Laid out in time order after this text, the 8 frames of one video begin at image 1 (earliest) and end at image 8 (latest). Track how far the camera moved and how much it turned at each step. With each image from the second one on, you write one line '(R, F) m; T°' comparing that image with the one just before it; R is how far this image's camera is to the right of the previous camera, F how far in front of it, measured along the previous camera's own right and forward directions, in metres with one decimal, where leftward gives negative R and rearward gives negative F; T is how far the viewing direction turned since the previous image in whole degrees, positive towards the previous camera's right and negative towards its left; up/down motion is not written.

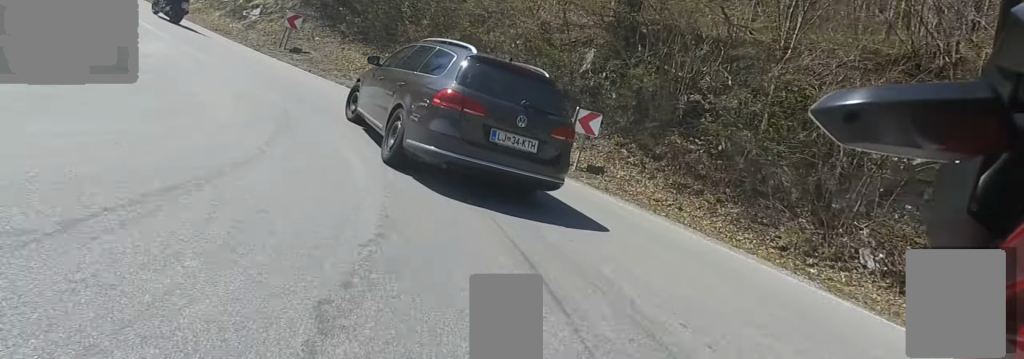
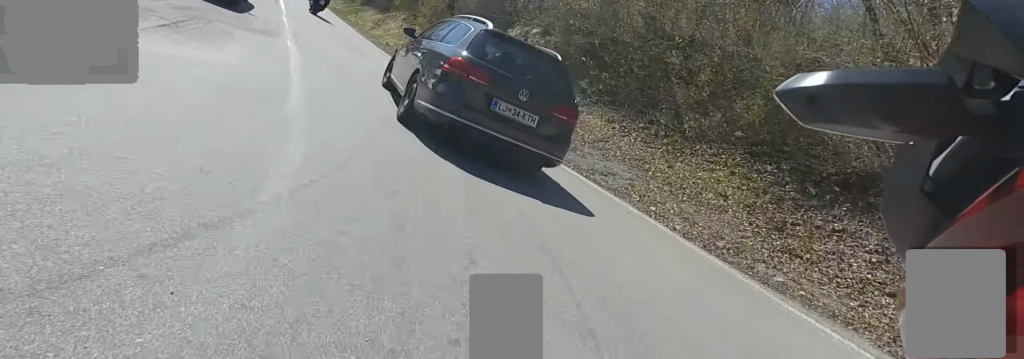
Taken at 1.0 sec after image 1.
(-1.8, +6.8) m; -24°
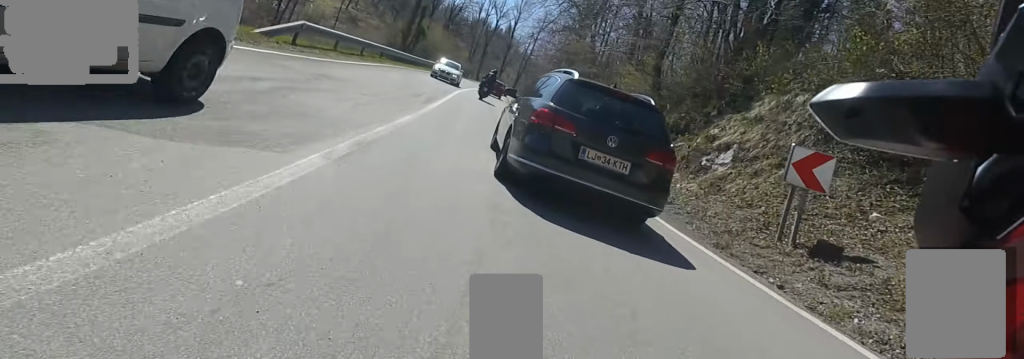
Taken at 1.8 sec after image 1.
(-0.8, +6.7) m; -11°
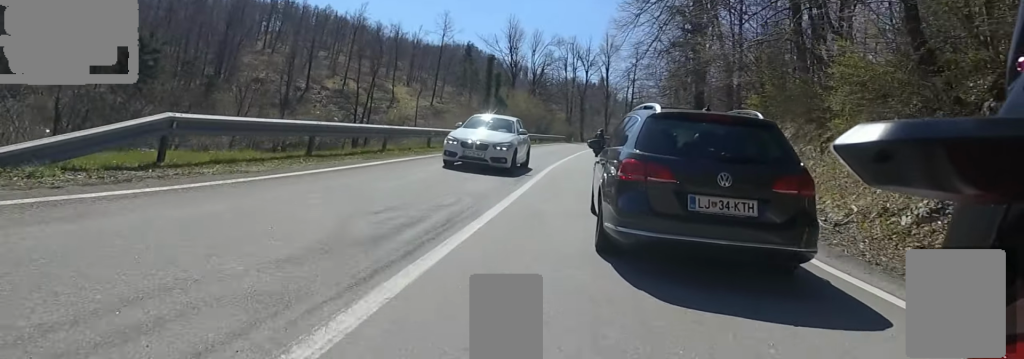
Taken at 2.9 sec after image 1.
(-1.1, +11.6) m; -5°
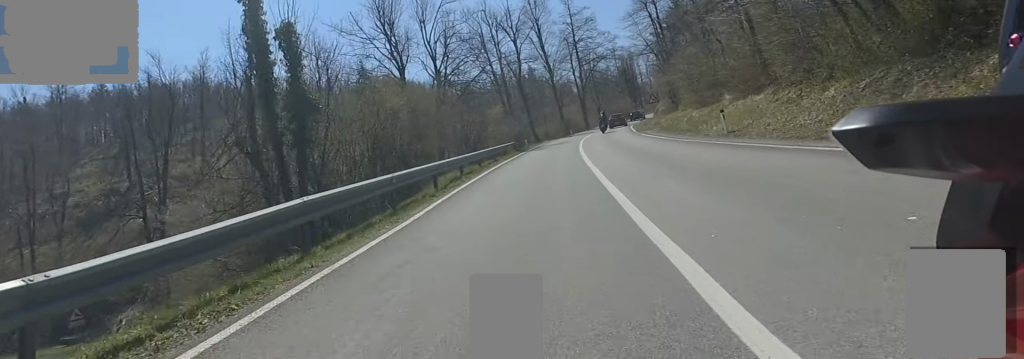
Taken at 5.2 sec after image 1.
(+1.7, +33.7) m; +5°
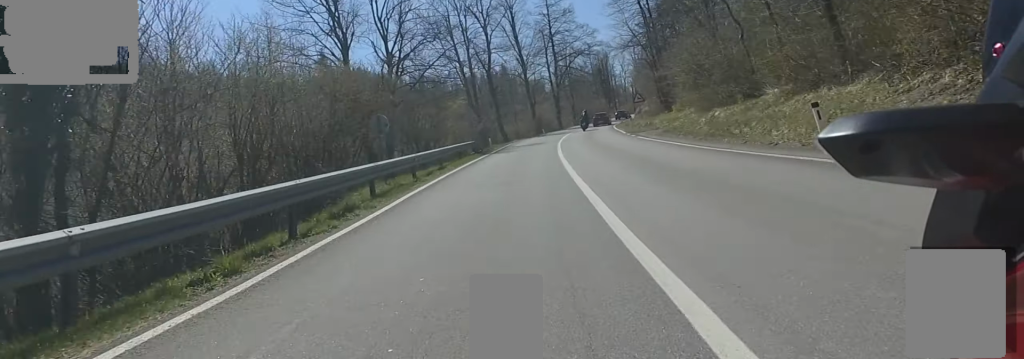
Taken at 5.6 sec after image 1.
(-0.3, +7.3) m; +1°
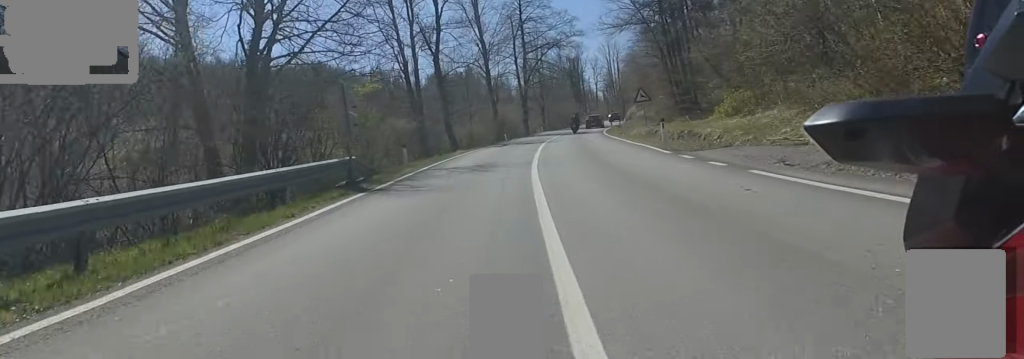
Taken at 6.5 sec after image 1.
(+1.0, +15.1) m; +4°
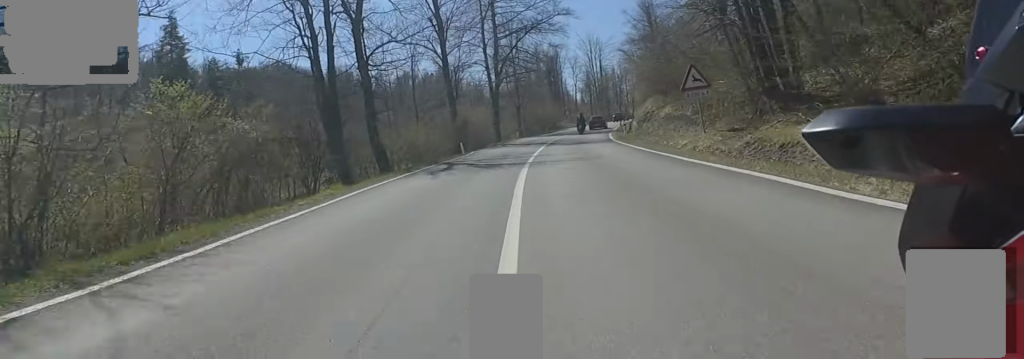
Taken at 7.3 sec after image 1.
(+0.2, +15.0) m; +1°
